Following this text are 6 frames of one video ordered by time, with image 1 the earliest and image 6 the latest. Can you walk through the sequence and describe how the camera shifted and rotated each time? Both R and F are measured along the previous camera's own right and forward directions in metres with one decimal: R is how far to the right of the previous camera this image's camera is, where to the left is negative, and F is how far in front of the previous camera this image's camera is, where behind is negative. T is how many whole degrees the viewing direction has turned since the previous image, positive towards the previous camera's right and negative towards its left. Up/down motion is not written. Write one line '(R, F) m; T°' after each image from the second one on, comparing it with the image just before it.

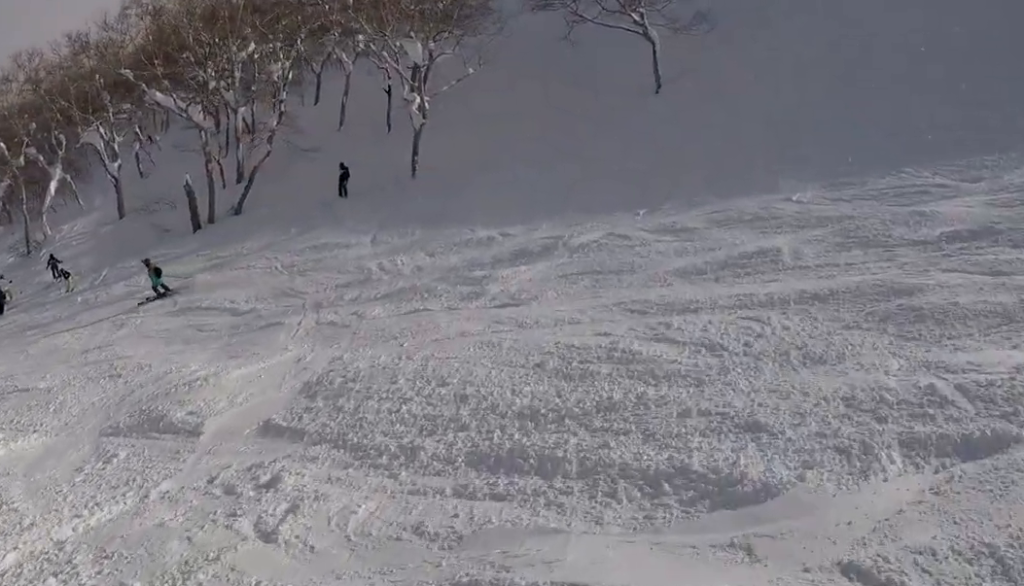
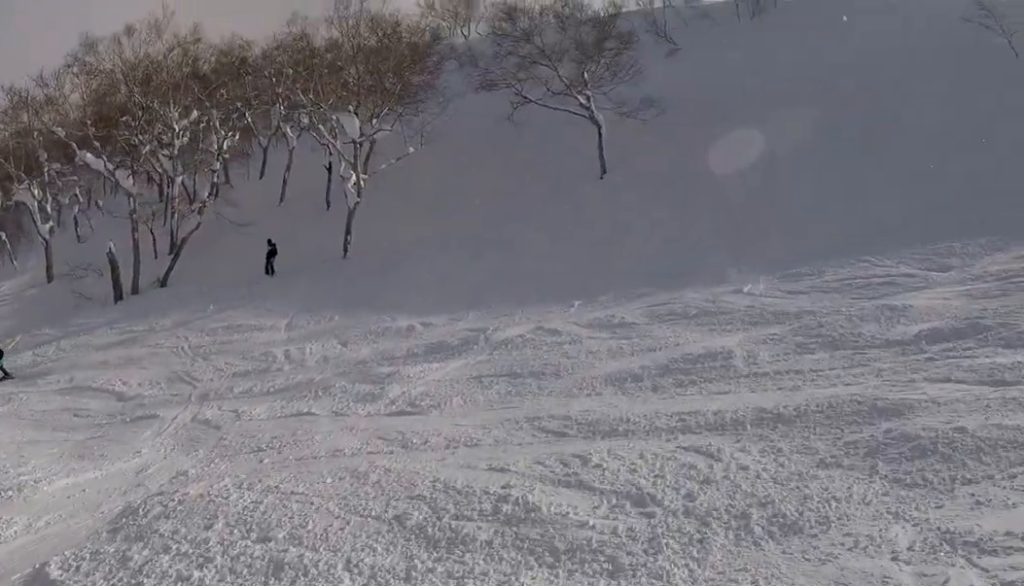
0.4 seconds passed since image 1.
(+0.3, +1.8) m; +3°
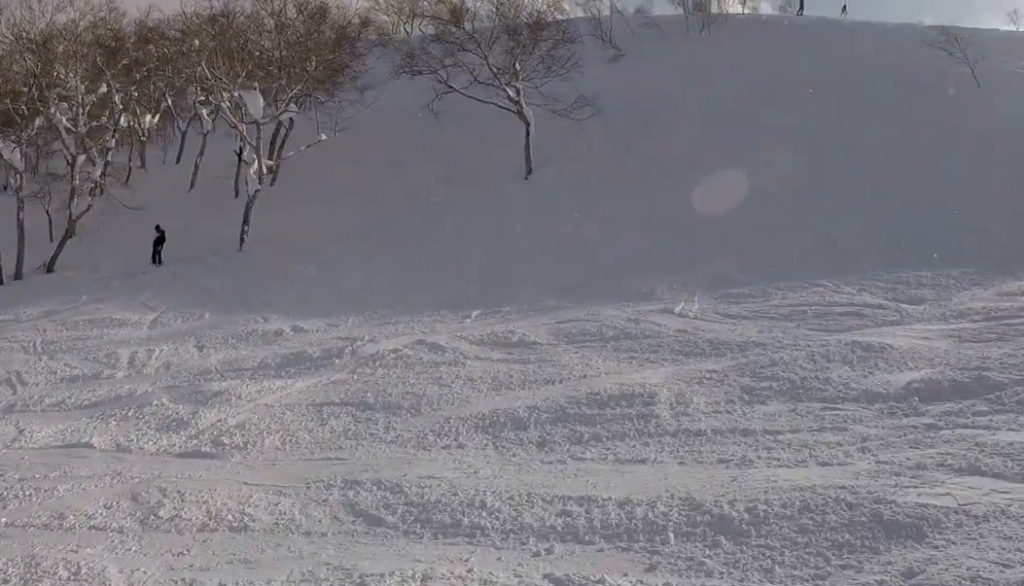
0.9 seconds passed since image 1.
(+0.6, +2.4) m; 0°
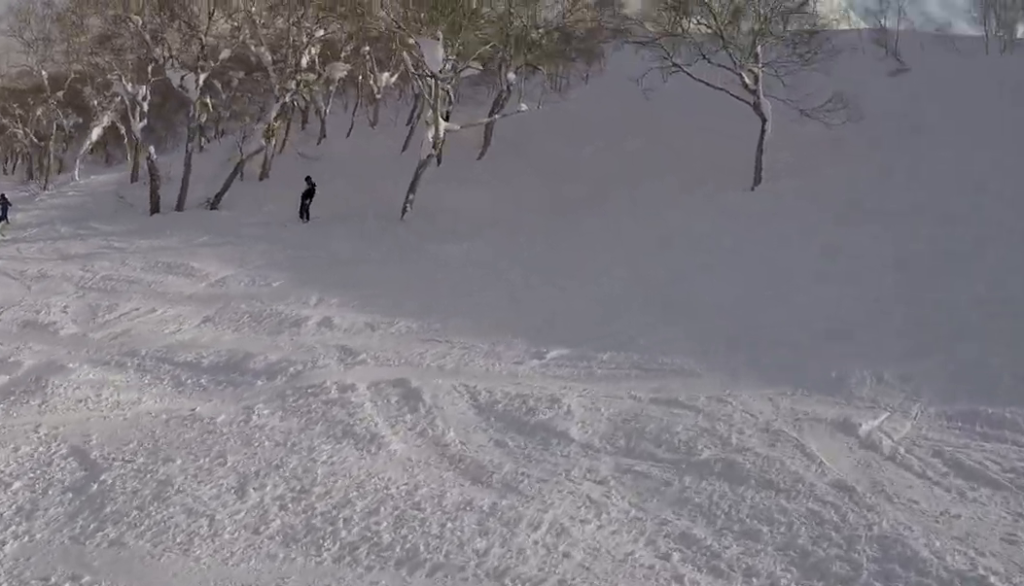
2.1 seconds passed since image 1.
(-1.0, +5.7) m; -38°
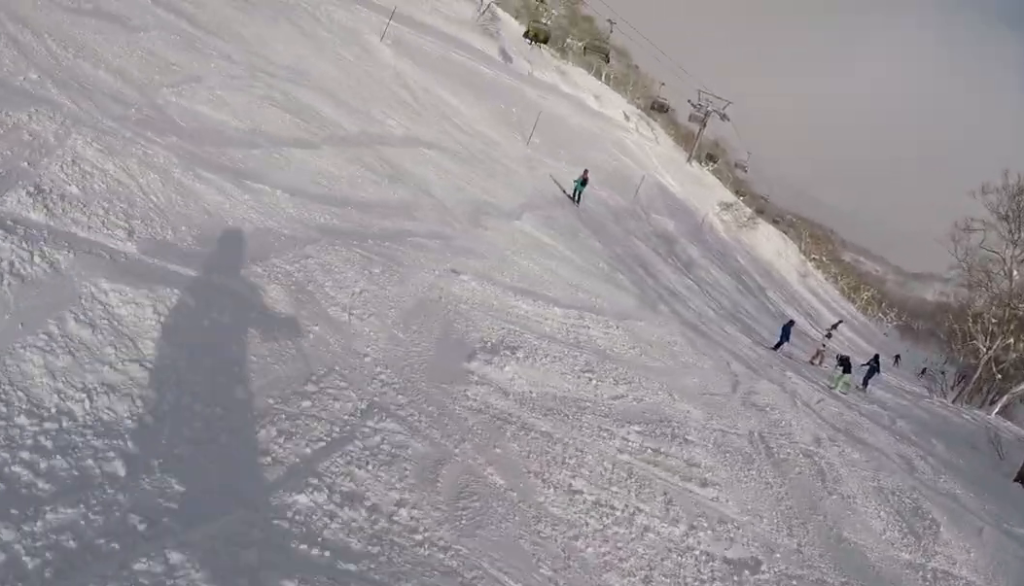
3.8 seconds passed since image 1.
(-4.8, +5.6) m; -70°
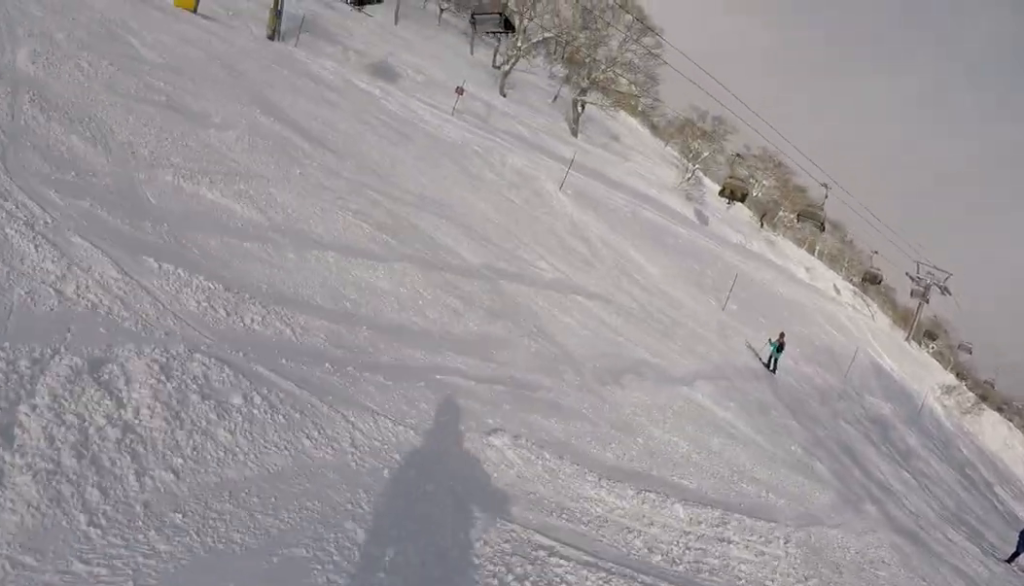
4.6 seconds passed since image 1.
(-1.0, +3.5) m; -19°
